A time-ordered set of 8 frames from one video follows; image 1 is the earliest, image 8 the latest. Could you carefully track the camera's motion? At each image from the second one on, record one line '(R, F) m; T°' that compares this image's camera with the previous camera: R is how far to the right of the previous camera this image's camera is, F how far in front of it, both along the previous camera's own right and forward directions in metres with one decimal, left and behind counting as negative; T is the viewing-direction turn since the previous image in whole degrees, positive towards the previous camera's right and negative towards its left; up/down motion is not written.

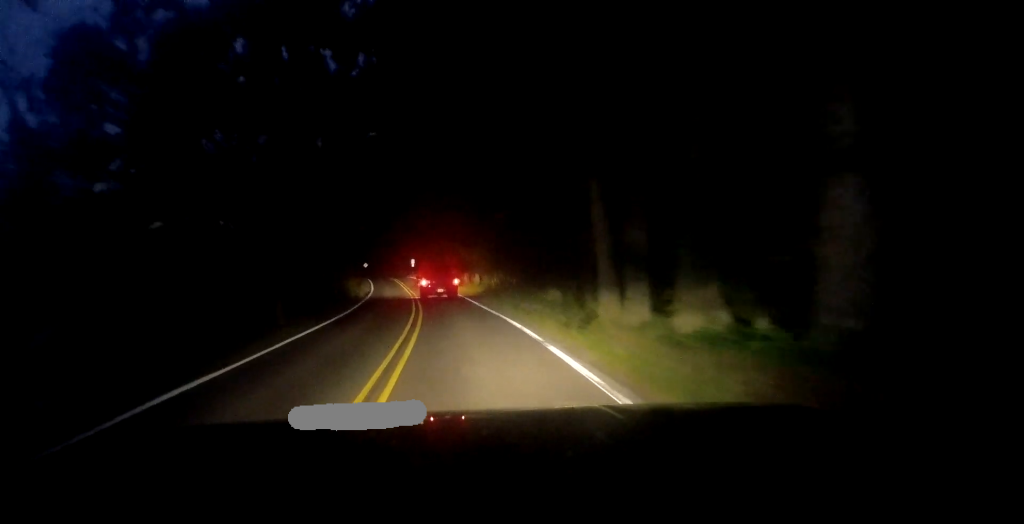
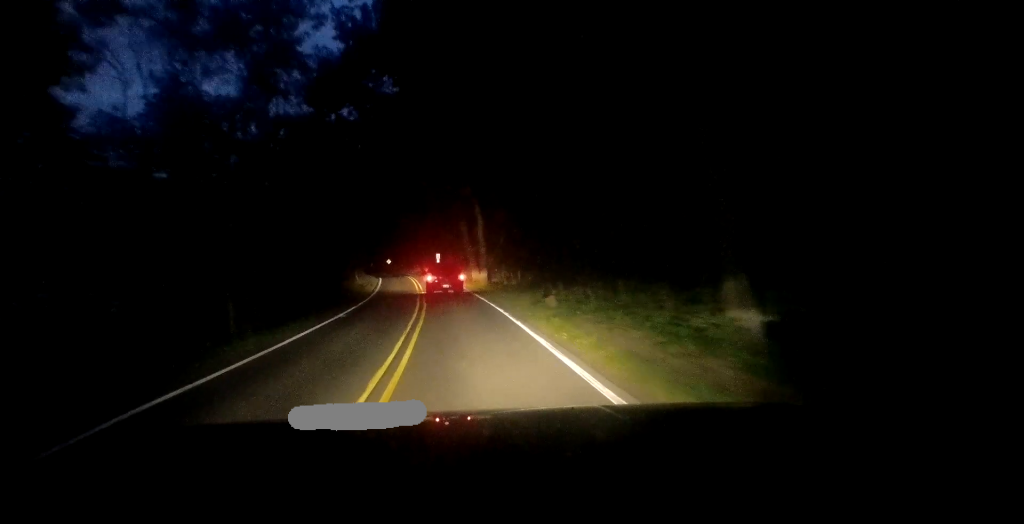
(+0.8, +16.8) m; -1°
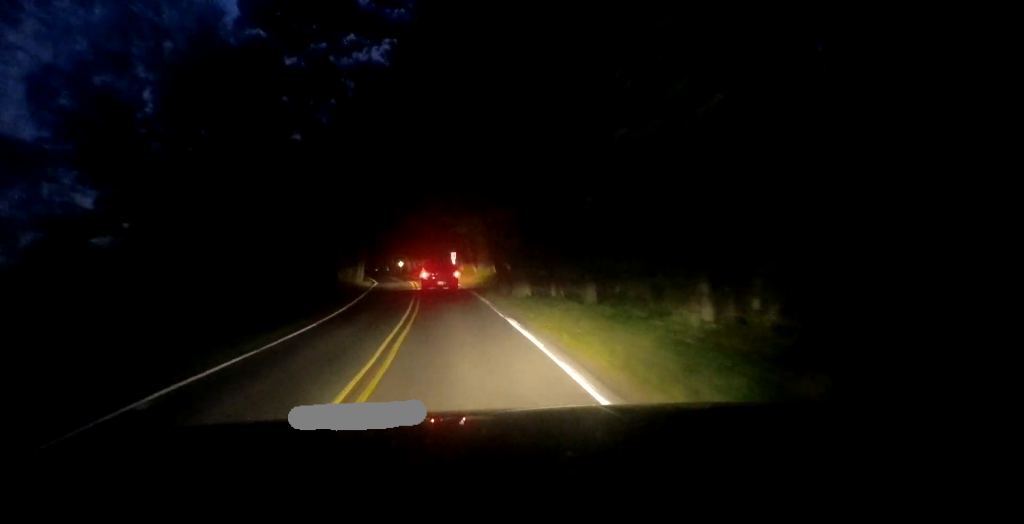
(-1.5, +17.1) m; -6°
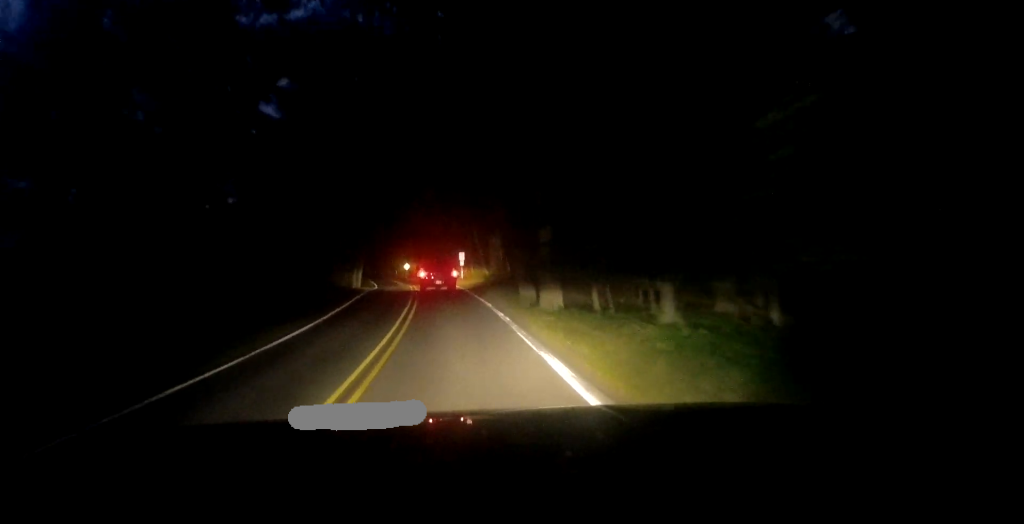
(0.0, +8.0) m; -1°
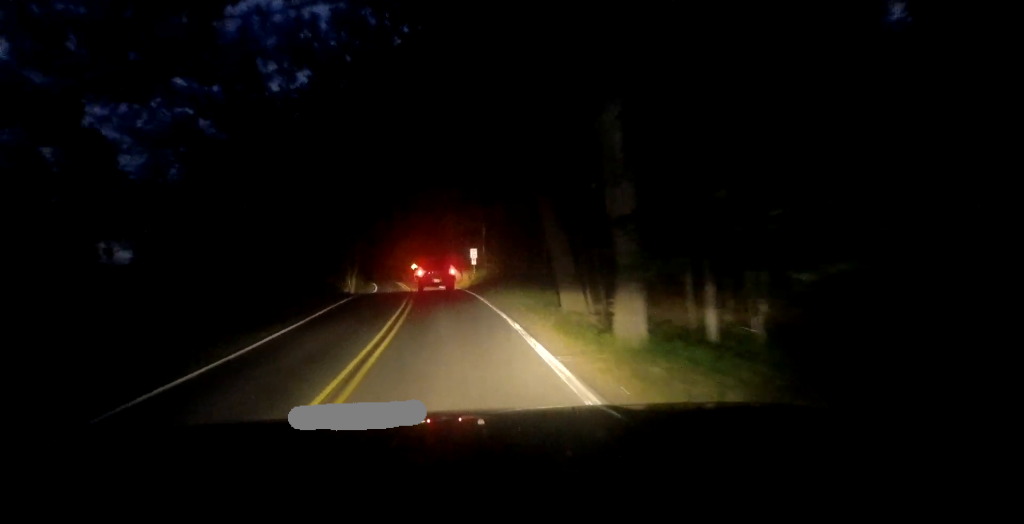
(-0.2, +9.4) m; 0°
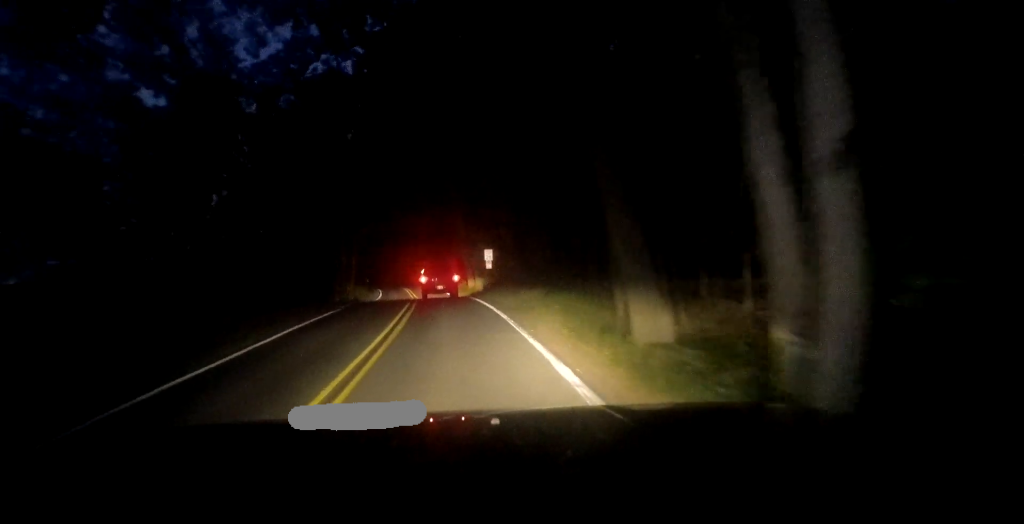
(0.0, +6.4) m; 0°
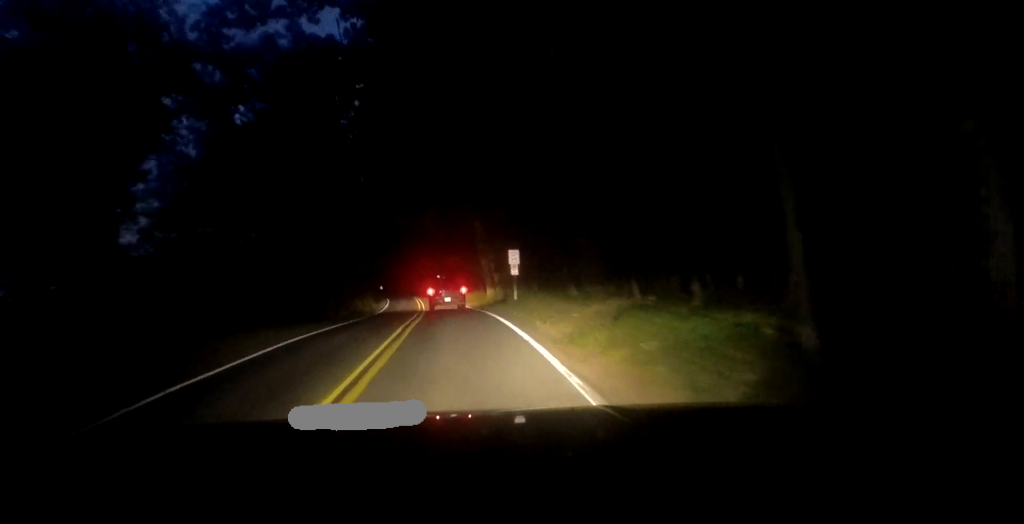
(+0.2, +7.9) m; -2°
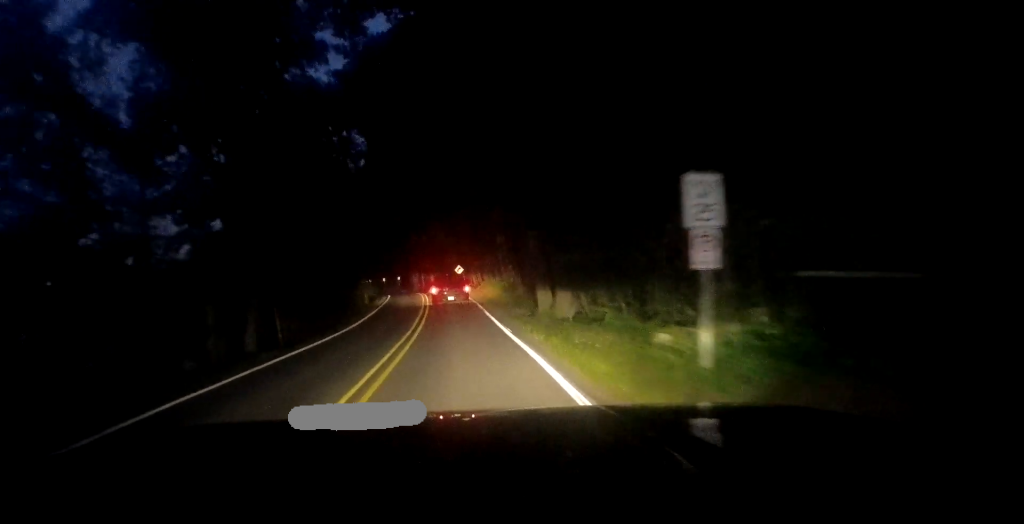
(-1.6, +19.2) m; -7°
